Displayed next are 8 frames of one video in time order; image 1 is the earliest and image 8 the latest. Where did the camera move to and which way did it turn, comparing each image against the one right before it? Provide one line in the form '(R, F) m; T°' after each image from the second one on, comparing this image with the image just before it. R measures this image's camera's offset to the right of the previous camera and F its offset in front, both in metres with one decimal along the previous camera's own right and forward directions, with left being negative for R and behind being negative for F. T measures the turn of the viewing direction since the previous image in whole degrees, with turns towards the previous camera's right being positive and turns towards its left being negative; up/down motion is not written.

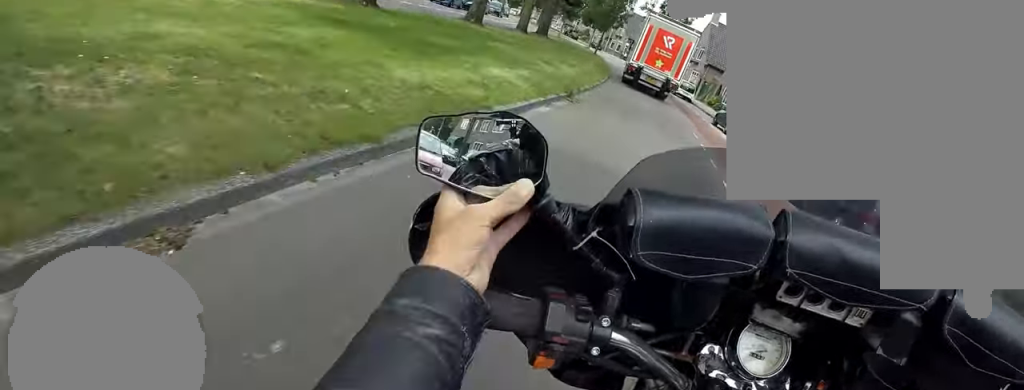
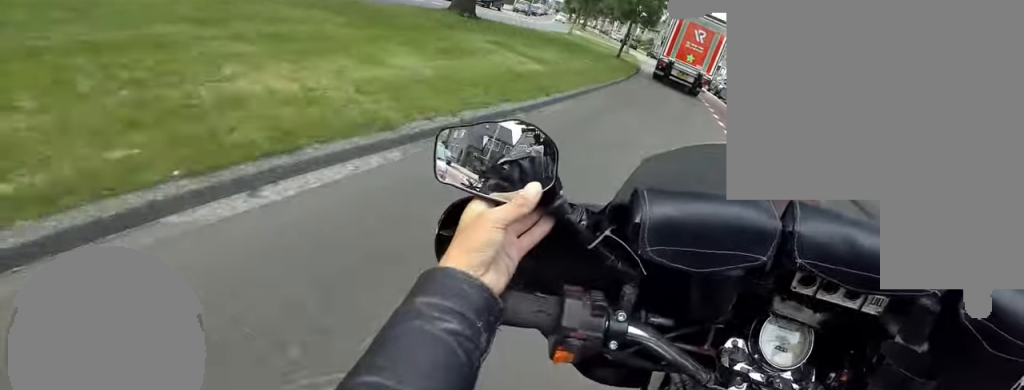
(-0.7, +18.4) m; -7°
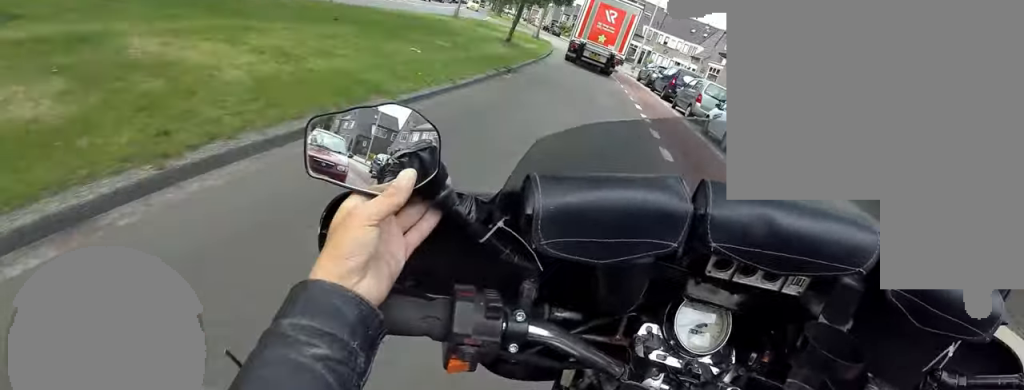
(-0.5, +7.4) m; -1°
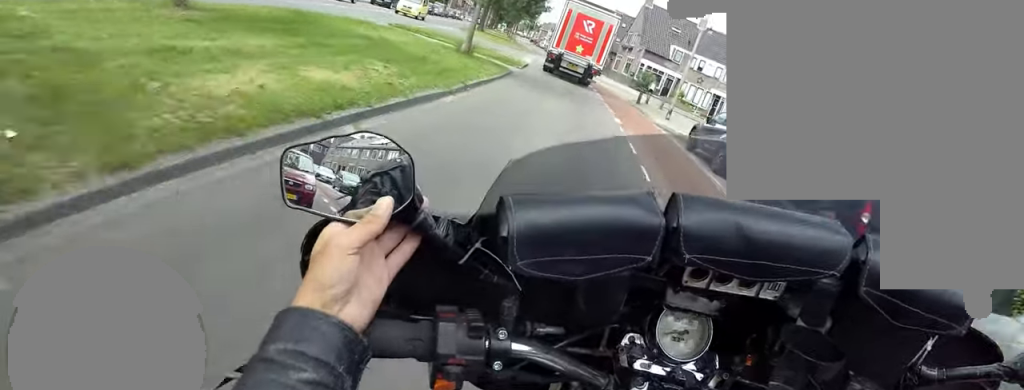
(0.0, +17.2) m; -6°
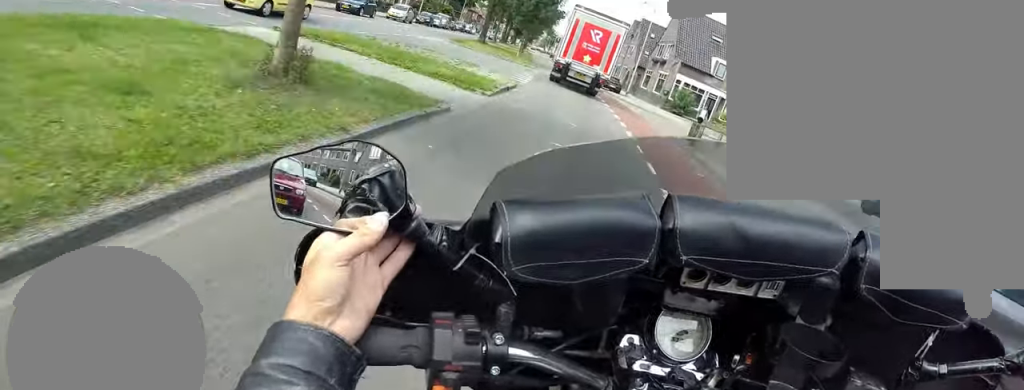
(-1.1, +9.2) m; -1°
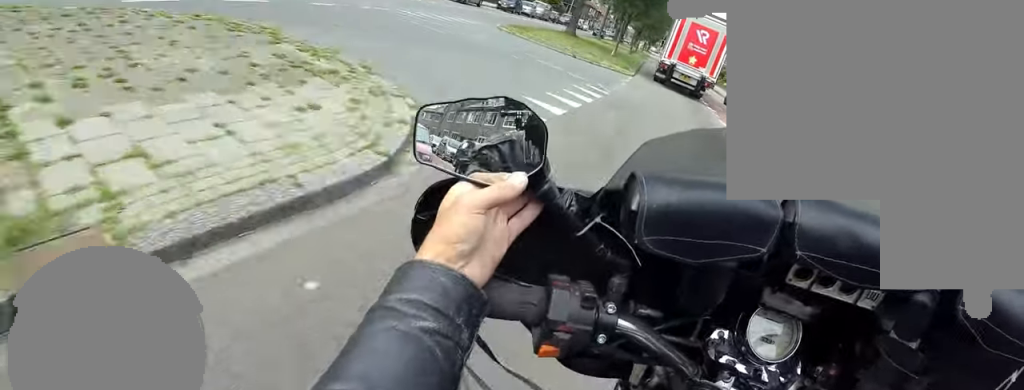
(+0.2, +12.5) m; -4°
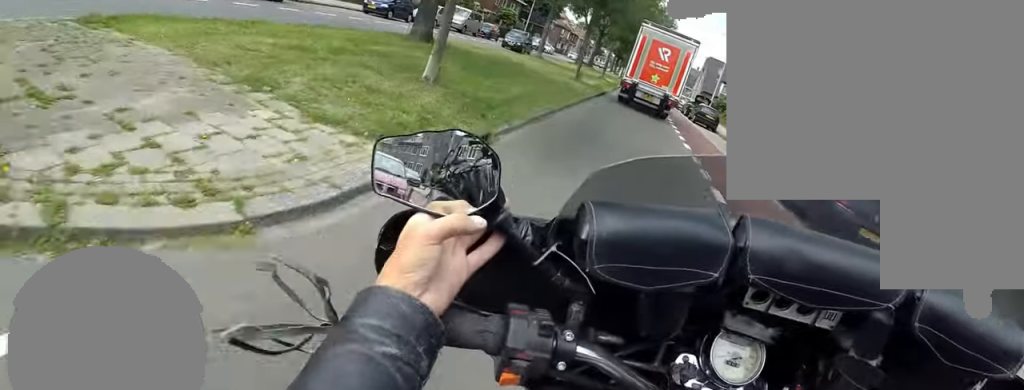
(-2.0, +17.5) m; -8°
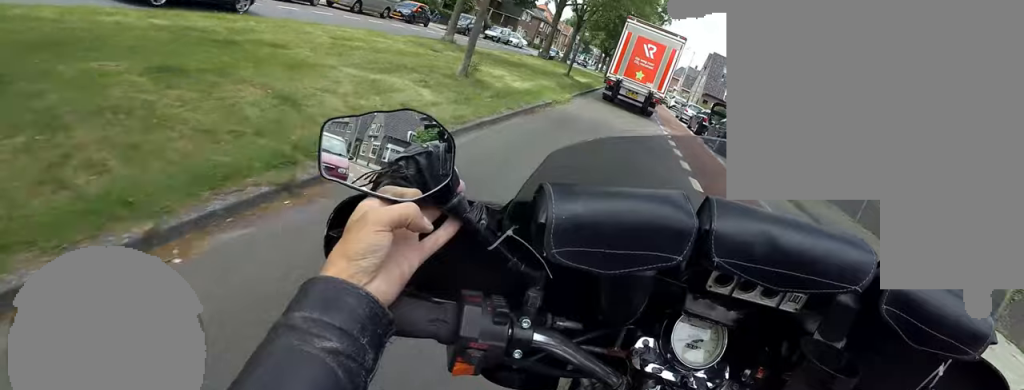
(+0.9, +13.5) m; +5°
